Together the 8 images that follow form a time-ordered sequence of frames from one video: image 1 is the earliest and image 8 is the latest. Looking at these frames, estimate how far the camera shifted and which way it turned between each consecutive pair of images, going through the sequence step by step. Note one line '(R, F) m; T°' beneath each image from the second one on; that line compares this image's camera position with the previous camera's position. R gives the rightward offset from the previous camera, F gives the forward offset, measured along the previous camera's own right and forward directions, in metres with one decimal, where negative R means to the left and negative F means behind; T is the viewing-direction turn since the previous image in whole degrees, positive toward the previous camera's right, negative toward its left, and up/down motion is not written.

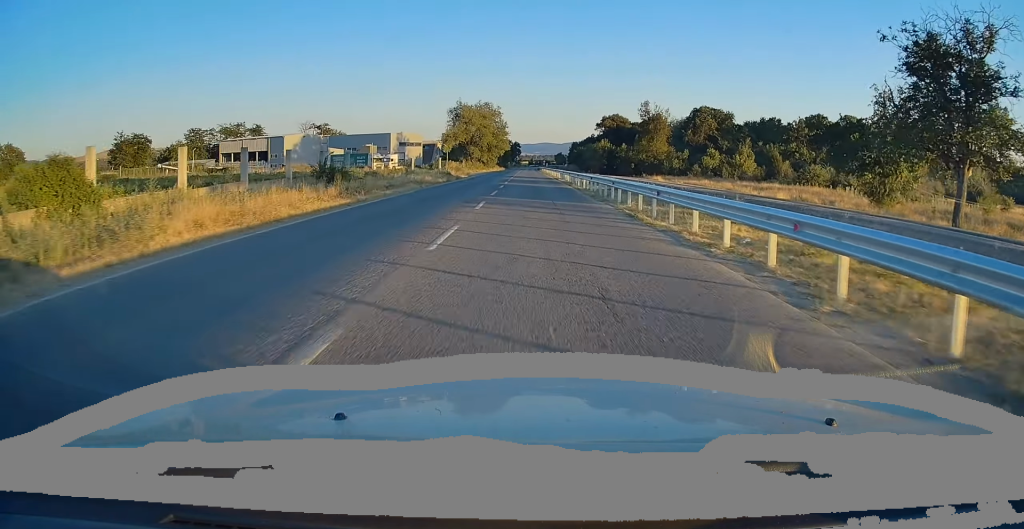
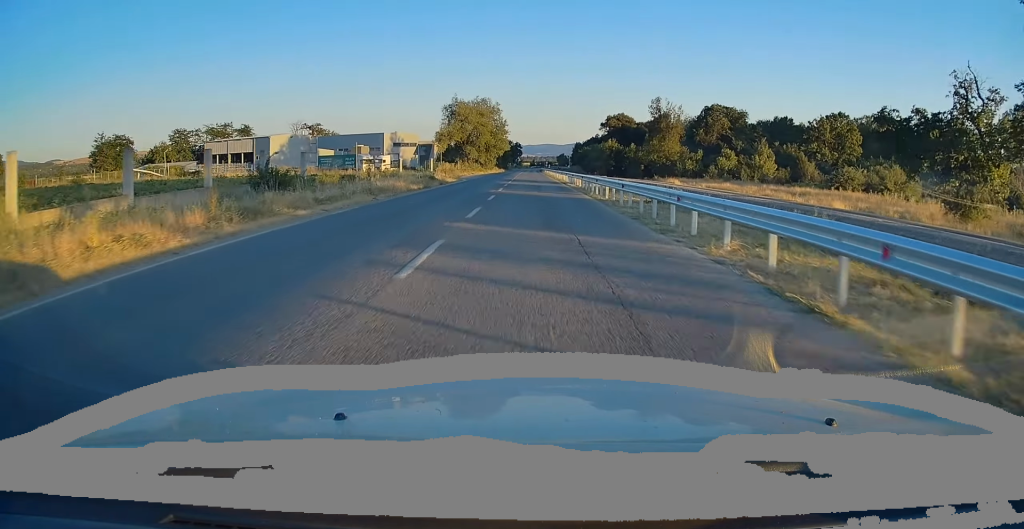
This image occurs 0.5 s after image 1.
(0.0, +10.4) m; 0°
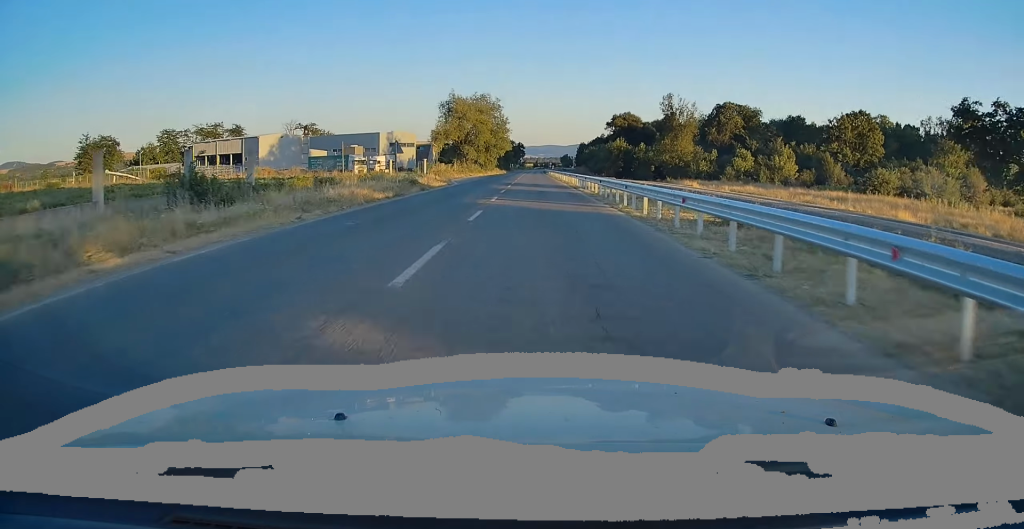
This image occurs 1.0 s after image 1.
(0.0, +8.2) m; 0°
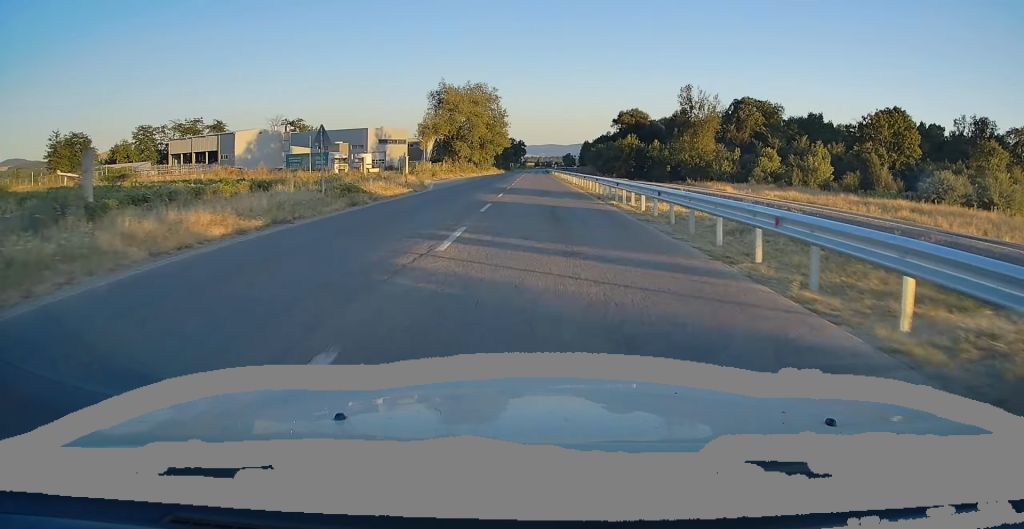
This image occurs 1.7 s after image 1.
(0.0, +13.2) m; 0°
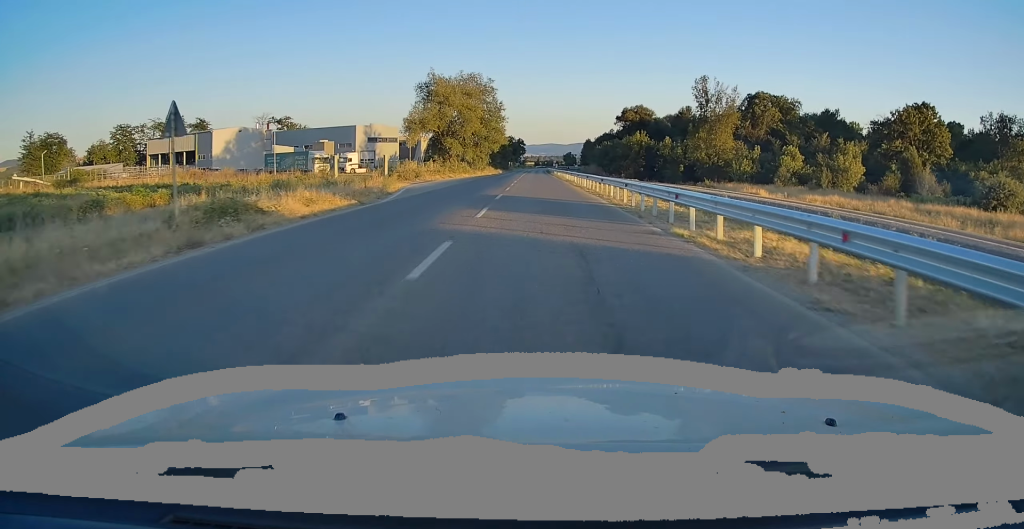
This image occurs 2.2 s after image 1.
(0.0, +9.9) m; 0°
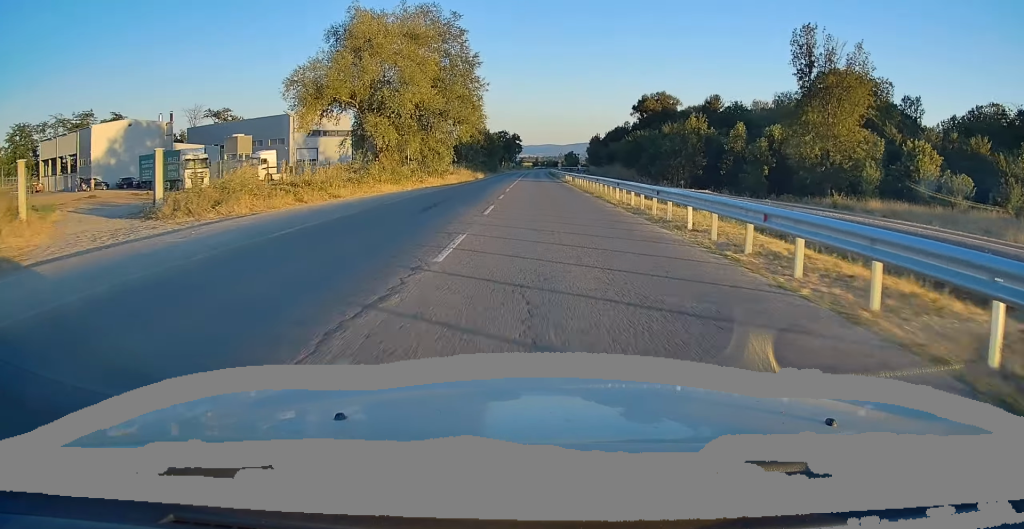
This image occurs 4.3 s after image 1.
(+0.2, +37.6) m; +1°
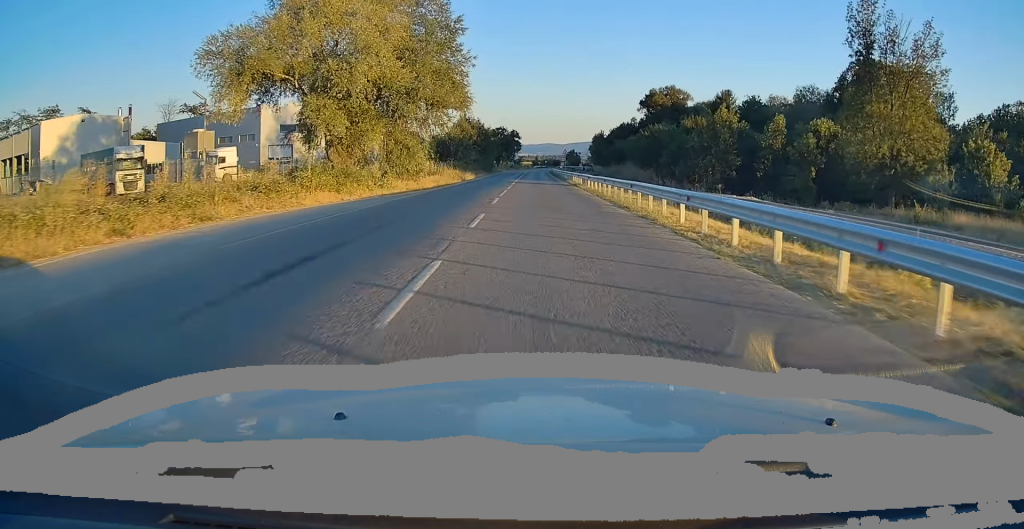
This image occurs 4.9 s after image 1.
(0.0, +11.0) m; 0°
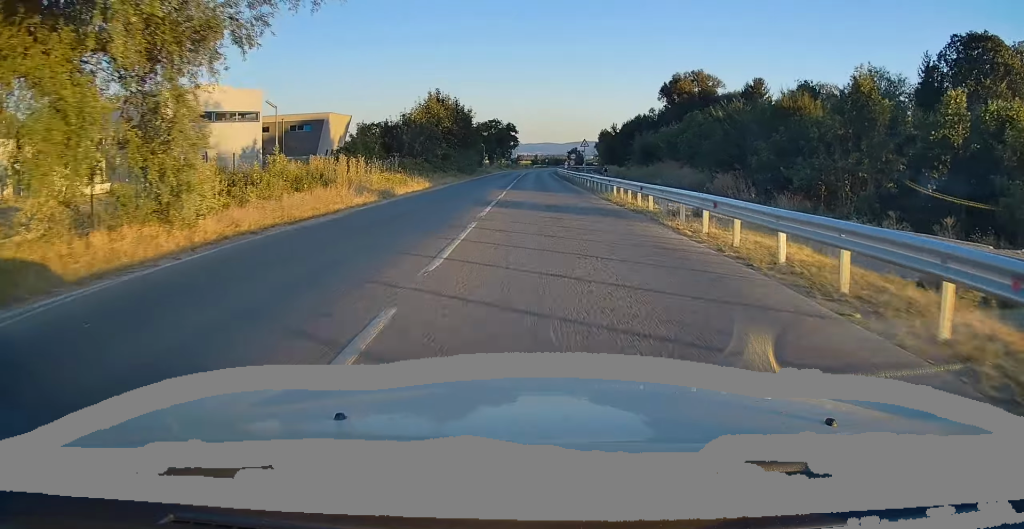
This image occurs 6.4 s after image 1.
(0.0, +26.0) m; -1°
